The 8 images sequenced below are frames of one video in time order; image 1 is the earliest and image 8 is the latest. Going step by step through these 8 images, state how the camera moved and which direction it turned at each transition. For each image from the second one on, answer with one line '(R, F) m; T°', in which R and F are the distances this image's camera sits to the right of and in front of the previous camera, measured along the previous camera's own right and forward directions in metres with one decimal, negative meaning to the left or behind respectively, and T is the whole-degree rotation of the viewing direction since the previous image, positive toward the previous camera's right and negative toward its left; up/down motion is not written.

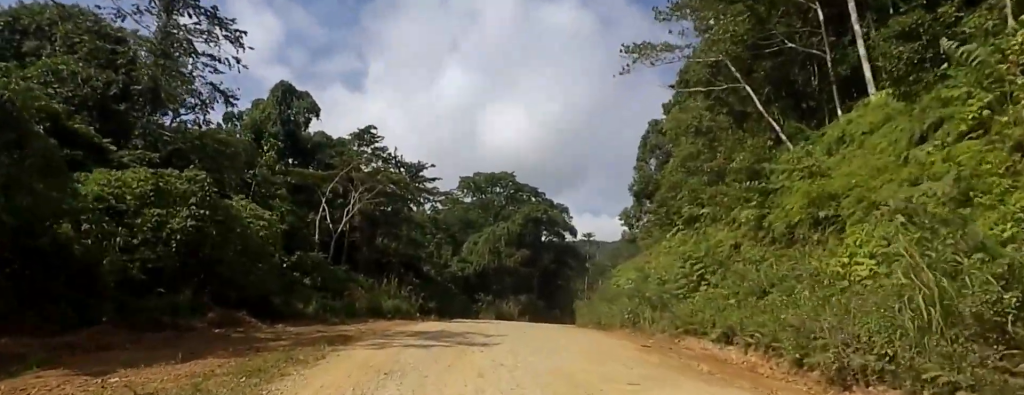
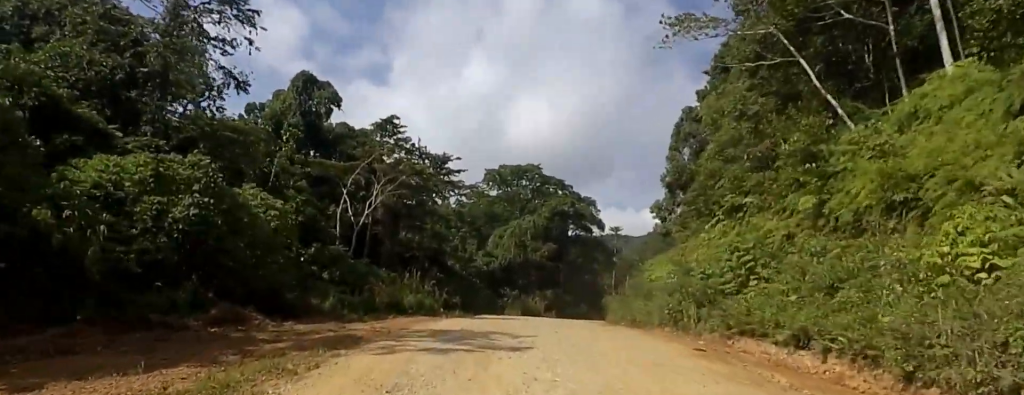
(0.0, +2.1) m; 0°
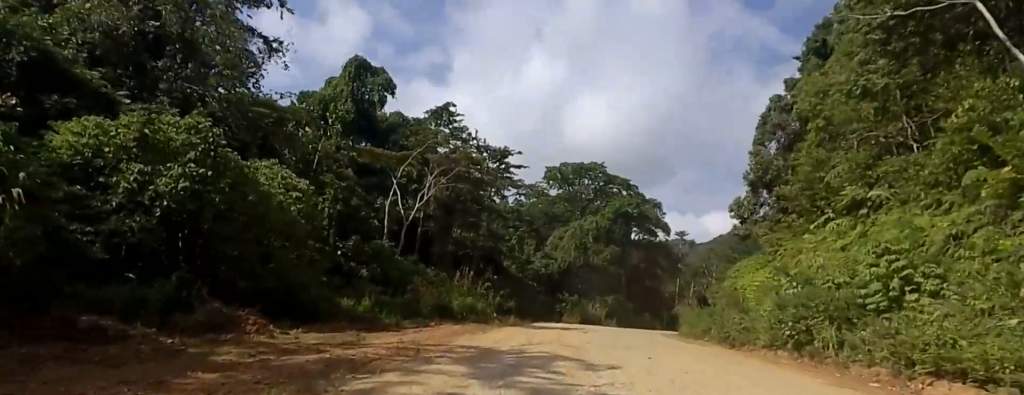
(0.0, +5.0) m; 0°
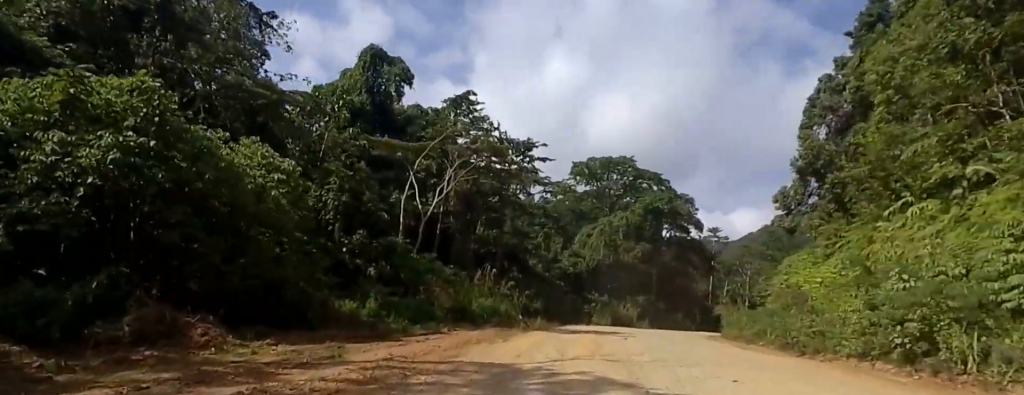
(0.0, +3.9) m; 0°
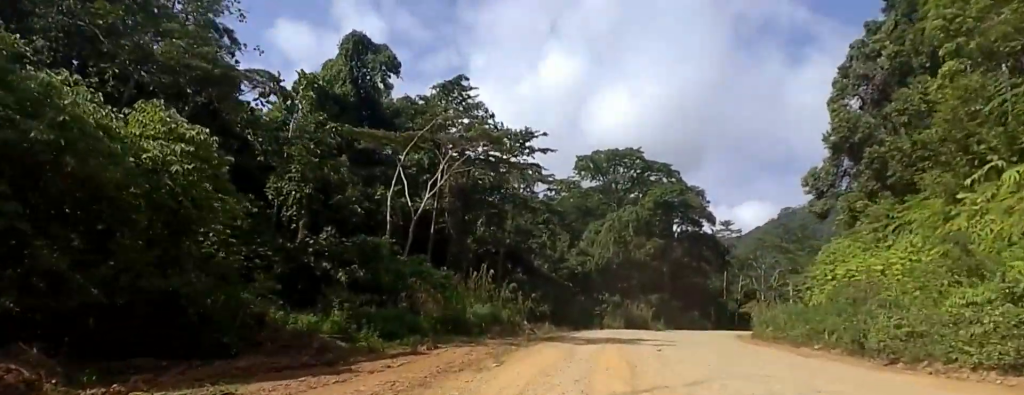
(0.0, +4.9) m; -1°
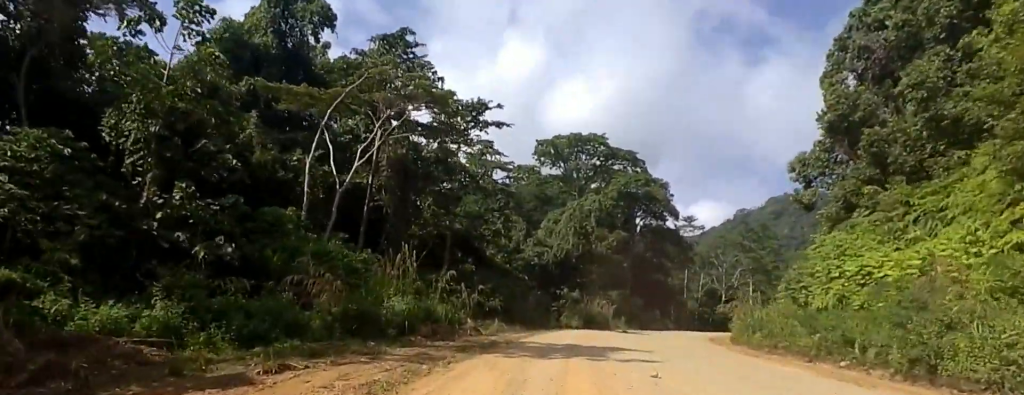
(-0.2, +6.3) m; -1°
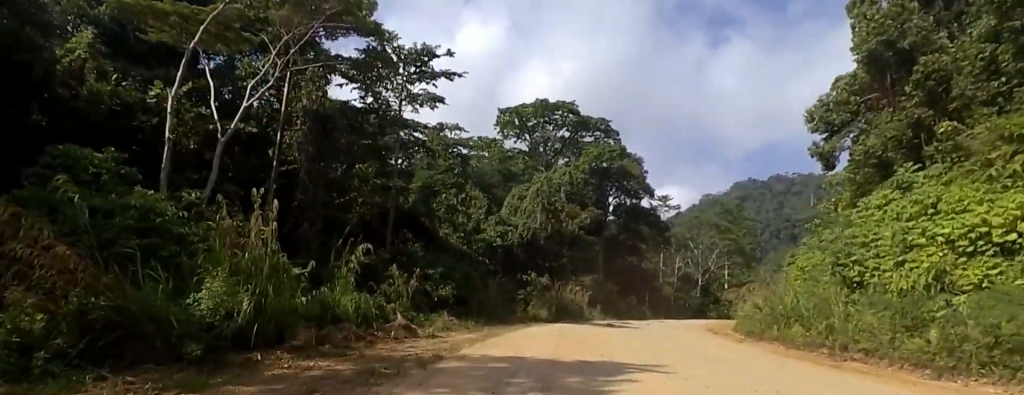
(0.0, +8.4) m; +2°
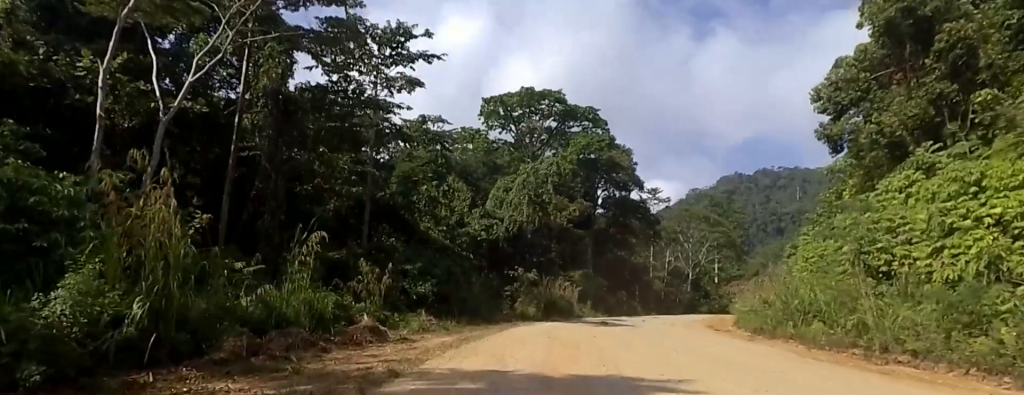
(+0.1, +3.2) m; +1°
